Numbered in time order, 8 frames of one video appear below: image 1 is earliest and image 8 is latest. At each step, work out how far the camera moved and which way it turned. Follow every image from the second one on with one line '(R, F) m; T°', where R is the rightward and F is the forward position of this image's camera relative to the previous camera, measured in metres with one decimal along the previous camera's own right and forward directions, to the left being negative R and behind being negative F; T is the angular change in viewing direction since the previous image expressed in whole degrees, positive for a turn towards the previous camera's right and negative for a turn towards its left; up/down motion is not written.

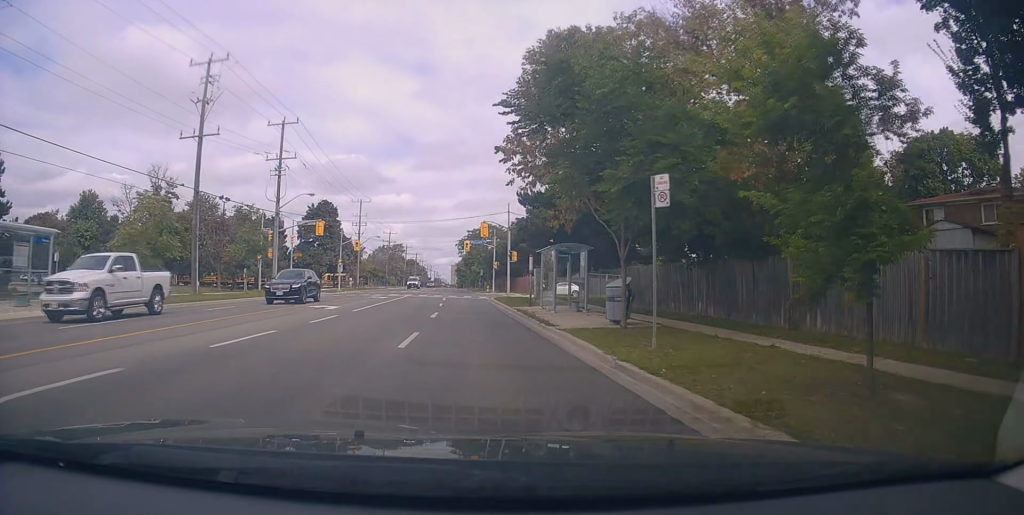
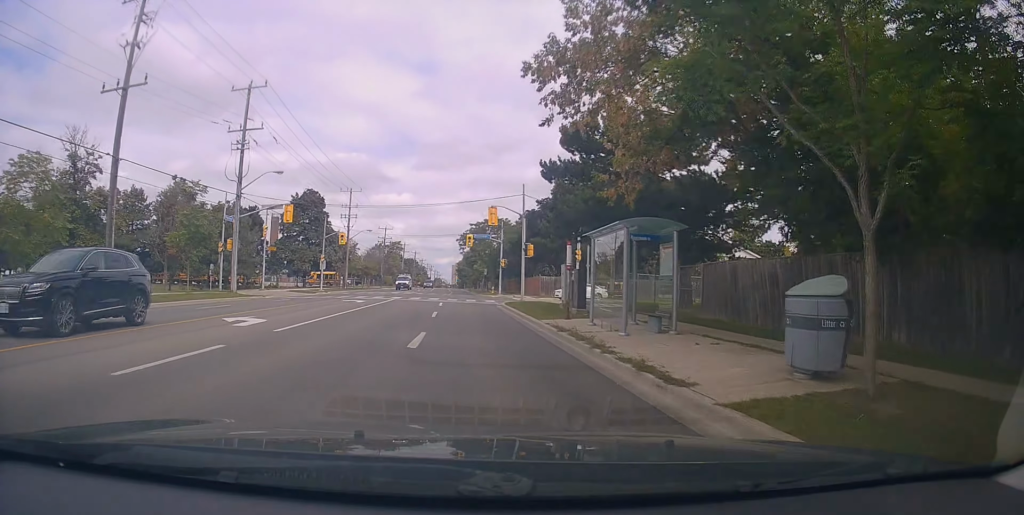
(+0.1, +9.3) m; -1°
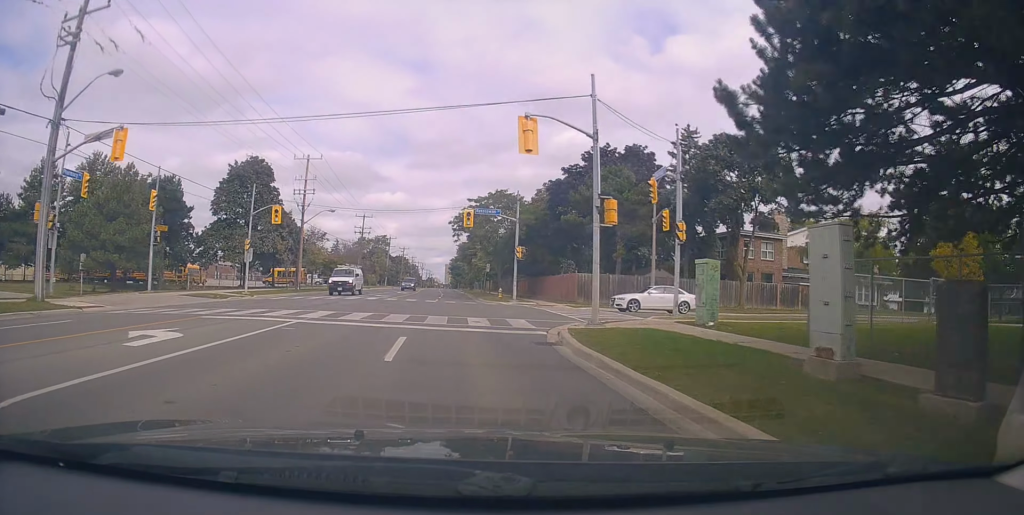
(-0.3, +20.0) m; -1°
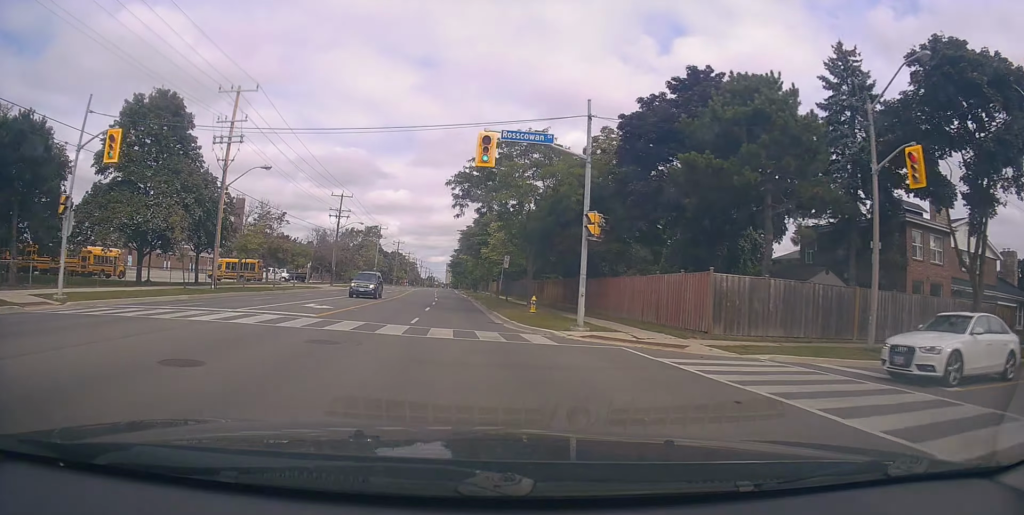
(+0.4, +20.3) m; +1°
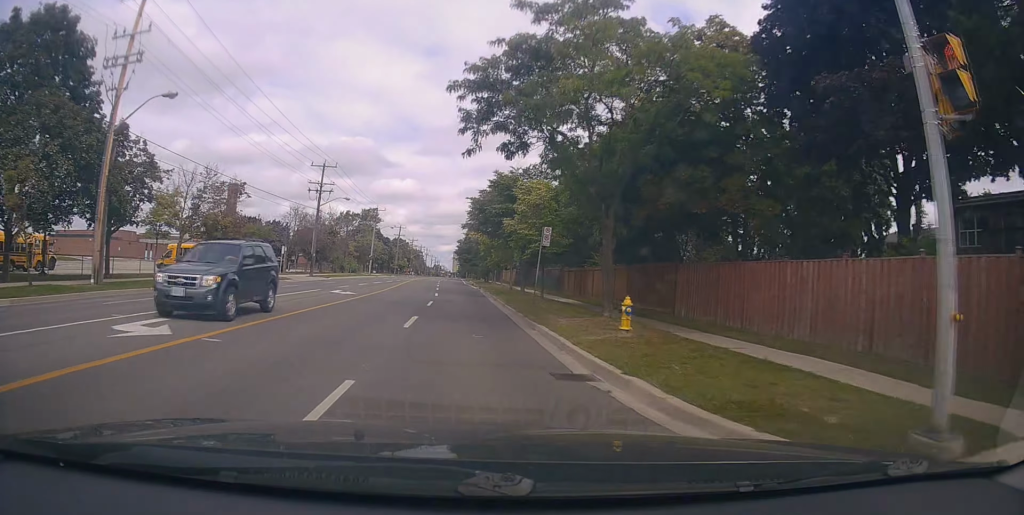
(0.0, +13.9) m; -1°
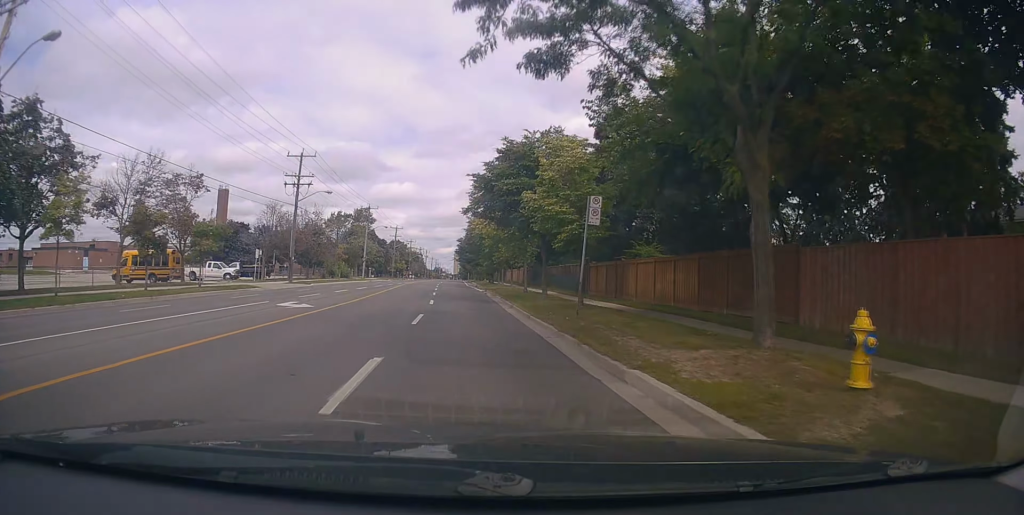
(0.0, +8.1) m; -1°
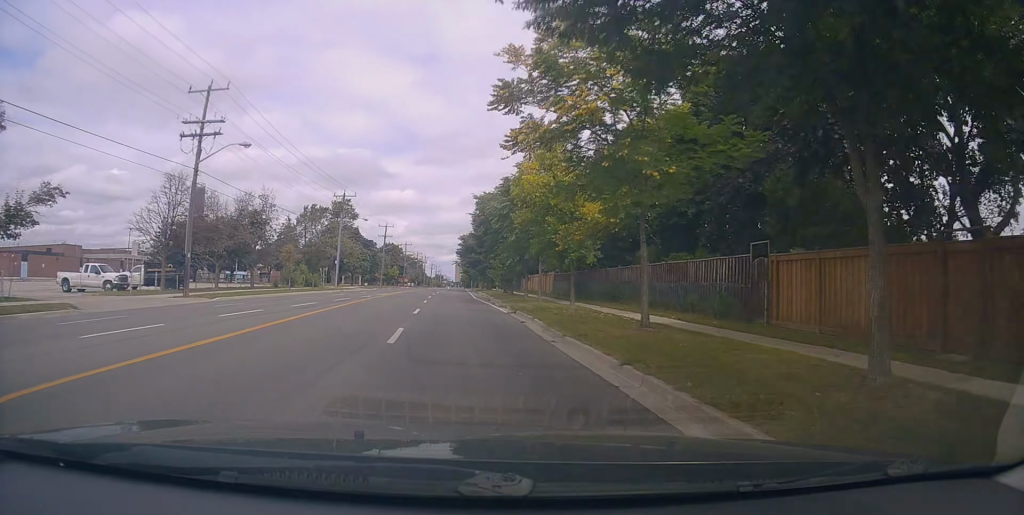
(-0.1, +21.5) m; +1°
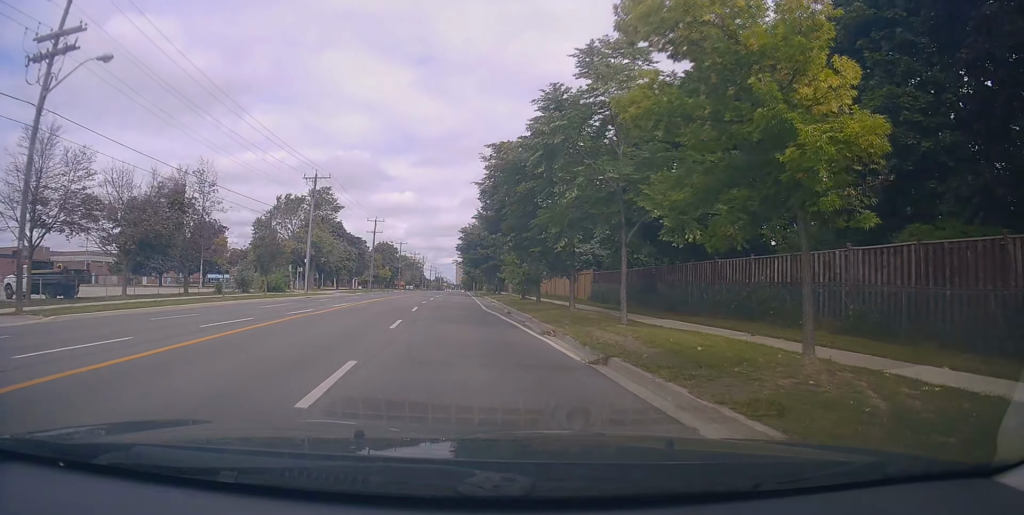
(+0.2, +14.5) m; 0°
